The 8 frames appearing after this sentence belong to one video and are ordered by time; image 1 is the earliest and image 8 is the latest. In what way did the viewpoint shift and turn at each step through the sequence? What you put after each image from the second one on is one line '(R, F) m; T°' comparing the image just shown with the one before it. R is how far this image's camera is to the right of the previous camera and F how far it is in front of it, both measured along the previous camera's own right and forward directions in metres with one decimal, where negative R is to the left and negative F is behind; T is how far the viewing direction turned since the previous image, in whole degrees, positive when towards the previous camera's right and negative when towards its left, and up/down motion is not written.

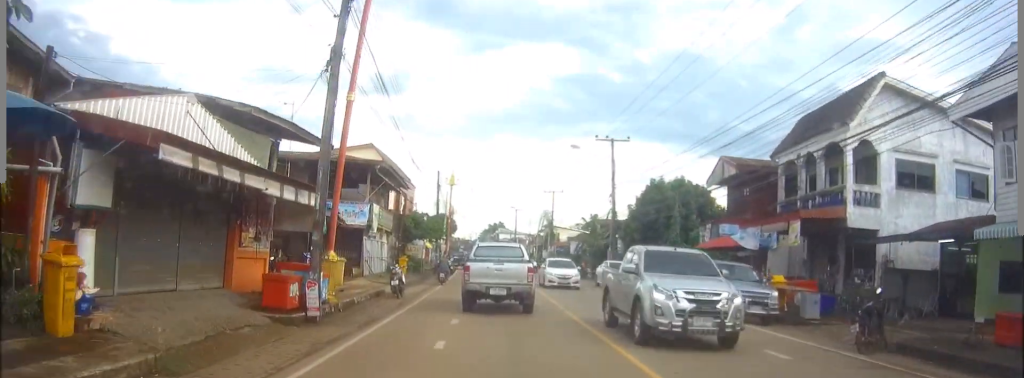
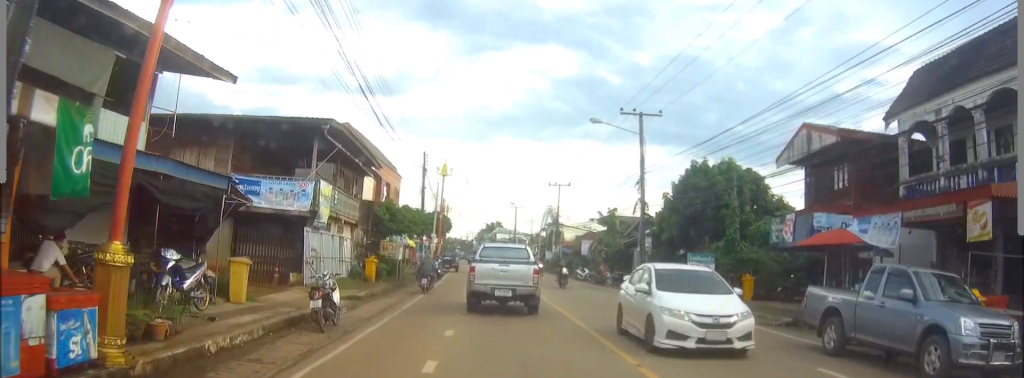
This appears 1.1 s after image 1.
(0.0, +10.1) m; 0°
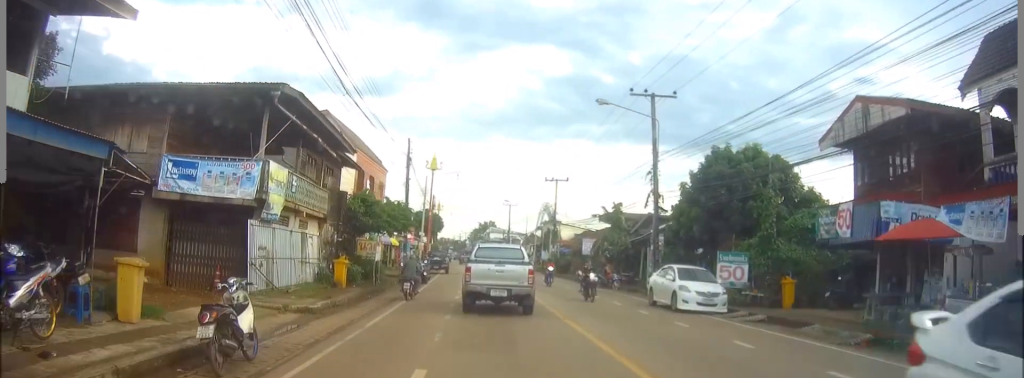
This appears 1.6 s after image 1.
(-0.1, +4.7) m; 0°
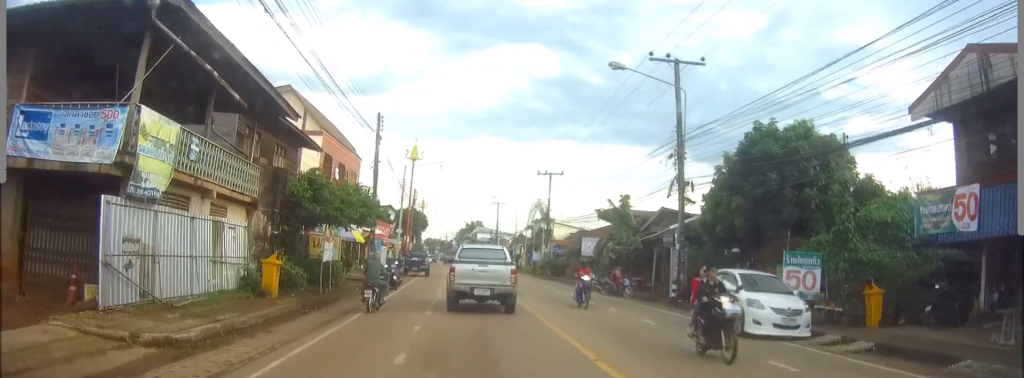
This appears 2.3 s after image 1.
(+0.1, +7.0) m; +1°
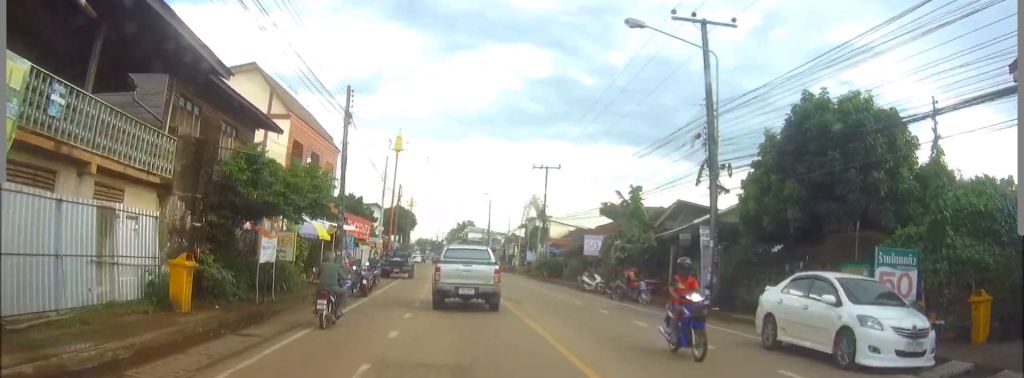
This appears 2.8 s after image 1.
(0.0, +5.1) m; 0°
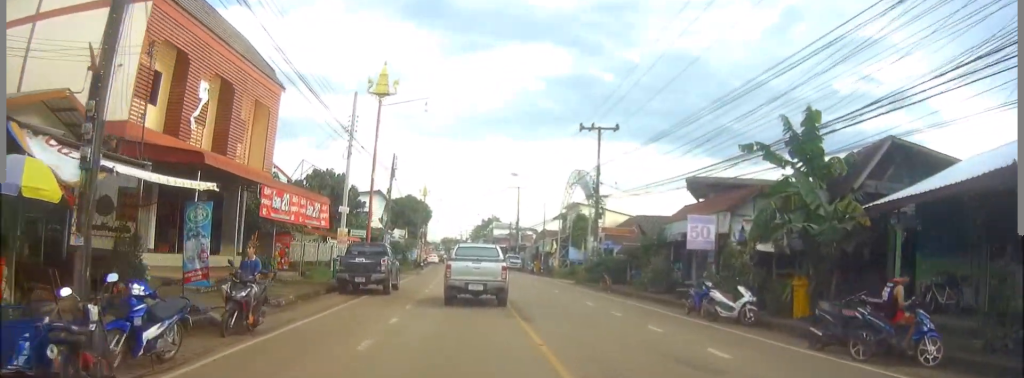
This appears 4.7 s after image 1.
(-0.1, +18.4) m; -2°
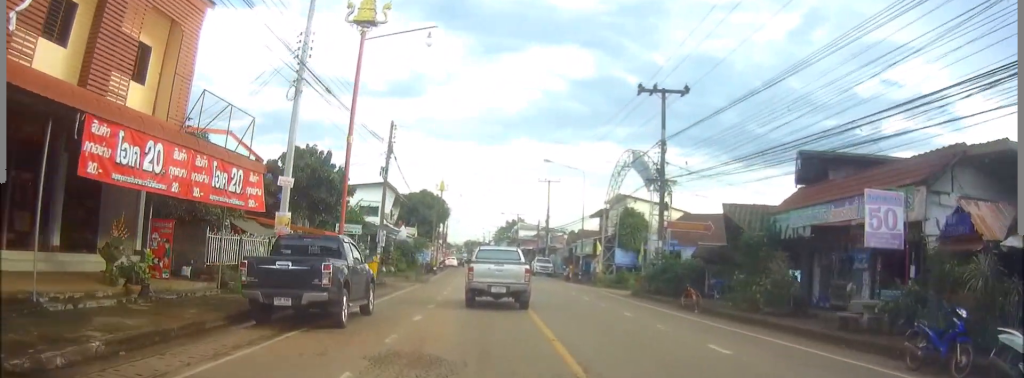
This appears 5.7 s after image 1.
(-0.3, +10.9) m; -2°
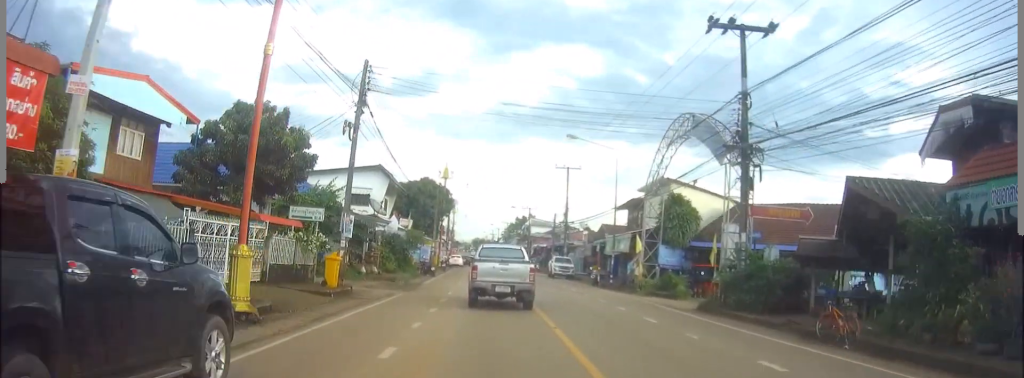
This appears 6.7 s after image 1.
(-0.1, +10.4) m; 0°
